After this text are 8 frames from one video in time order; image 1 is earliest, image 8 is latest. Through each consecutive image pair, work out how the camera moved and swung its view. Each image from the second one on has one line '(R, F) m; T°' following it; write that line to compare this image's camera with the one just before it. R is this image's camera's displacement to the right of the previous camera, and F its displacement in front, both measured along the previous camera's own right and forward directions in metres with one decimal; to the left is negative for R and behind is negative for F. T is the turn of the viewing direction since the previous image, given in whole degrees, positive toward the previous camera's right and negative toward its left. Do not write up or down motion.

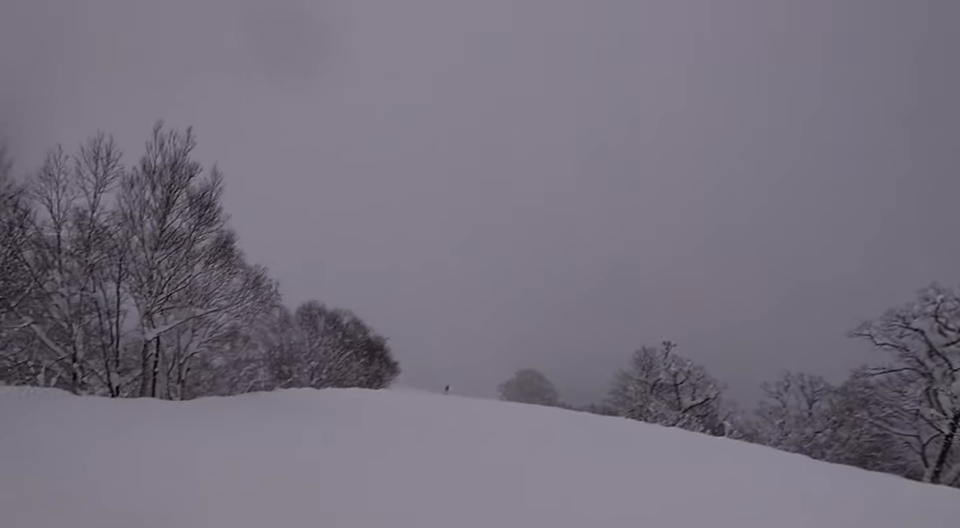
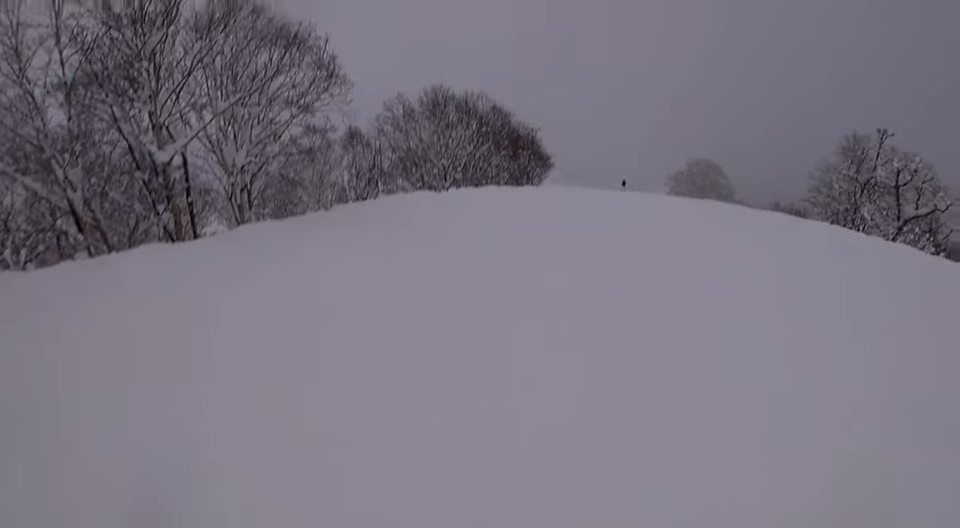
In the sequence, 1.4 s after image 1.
(-3.0, +6.1) m; -21°
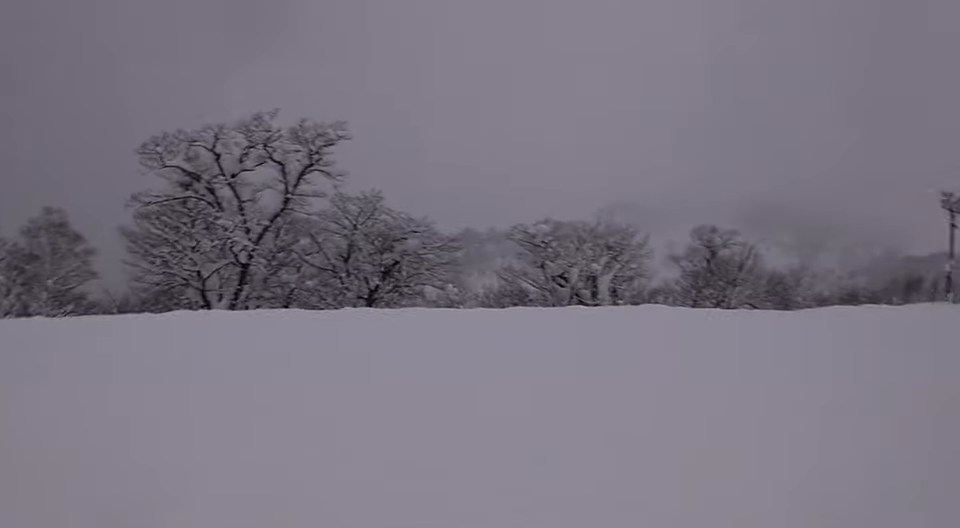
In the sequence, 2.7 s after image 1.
(+1.6, +6.9) m; +22°
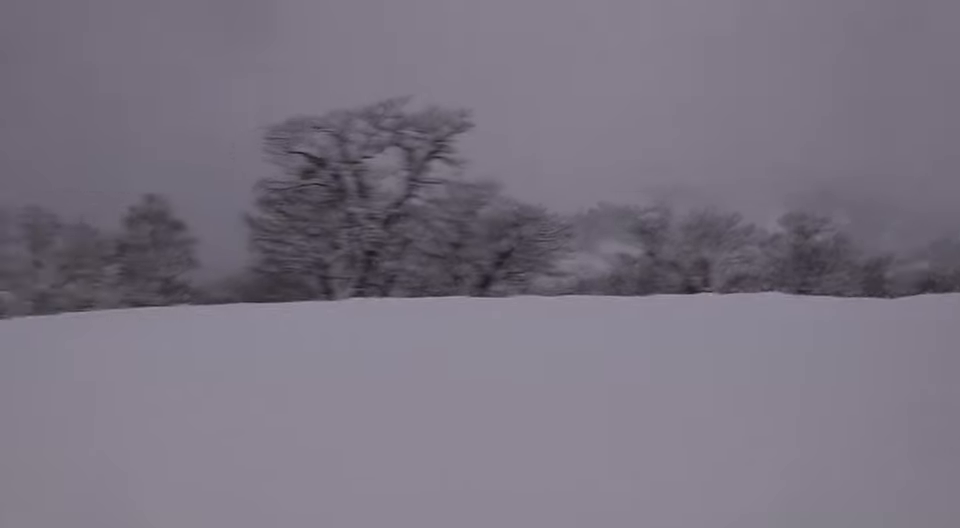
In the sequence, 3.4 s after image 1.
(+0.3, +3.6) m; +4°
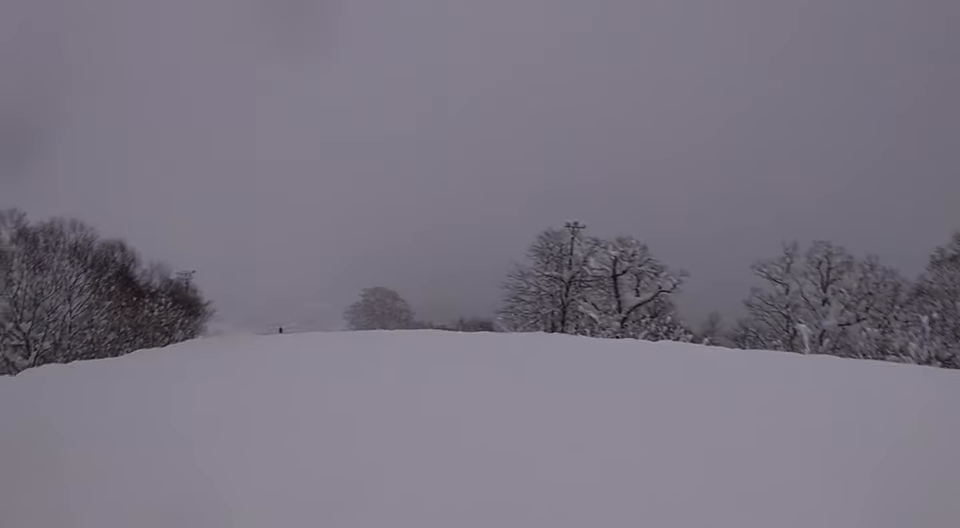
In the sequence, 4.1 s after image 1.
(+0.2, +3.2) m; -4°
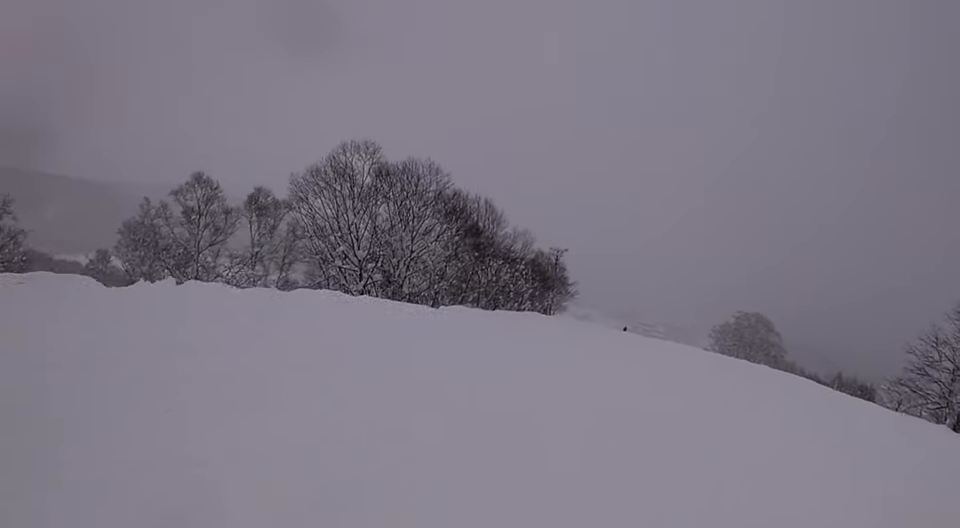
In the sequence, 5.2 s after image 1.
(-0.7, +6.0) m; -8°
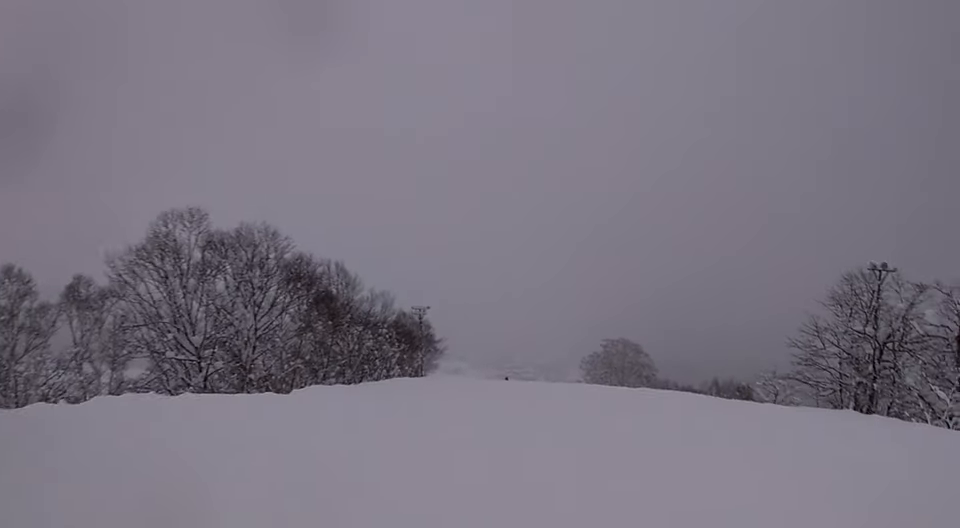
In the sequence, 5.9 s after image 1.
(0.0, +3.4) m; 0°
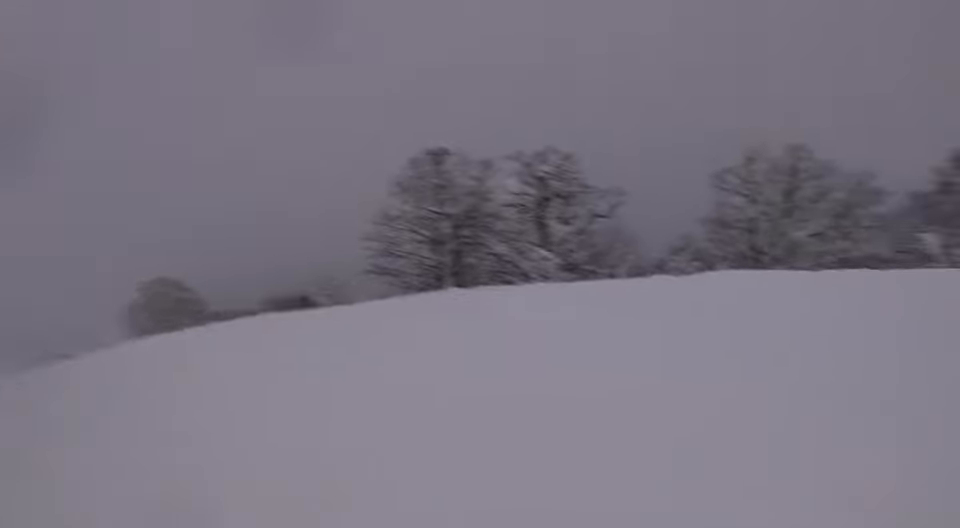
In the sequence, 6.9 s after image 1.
(0.0, +4.6) m; +6°
